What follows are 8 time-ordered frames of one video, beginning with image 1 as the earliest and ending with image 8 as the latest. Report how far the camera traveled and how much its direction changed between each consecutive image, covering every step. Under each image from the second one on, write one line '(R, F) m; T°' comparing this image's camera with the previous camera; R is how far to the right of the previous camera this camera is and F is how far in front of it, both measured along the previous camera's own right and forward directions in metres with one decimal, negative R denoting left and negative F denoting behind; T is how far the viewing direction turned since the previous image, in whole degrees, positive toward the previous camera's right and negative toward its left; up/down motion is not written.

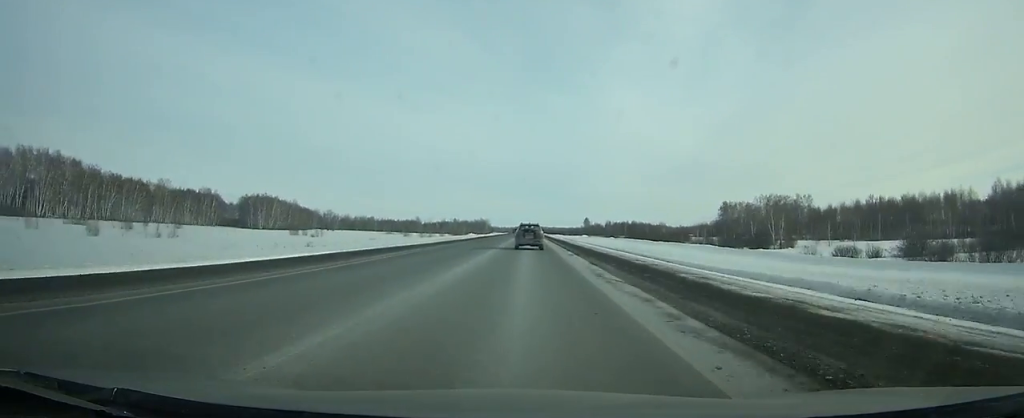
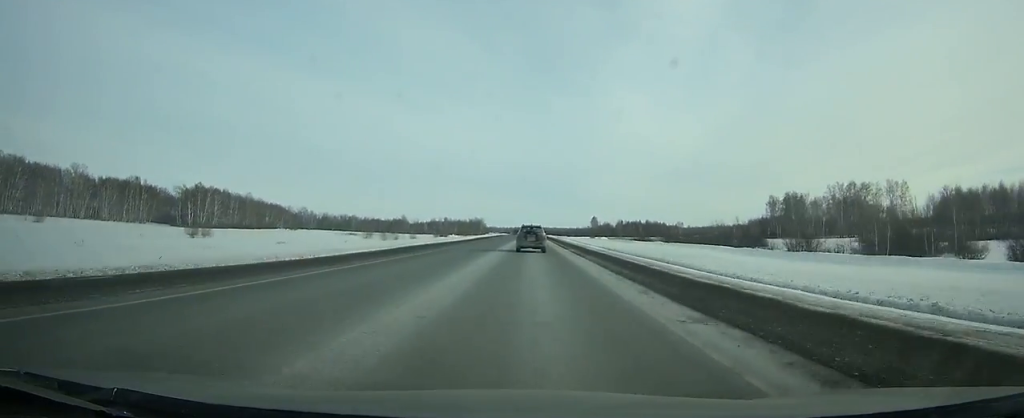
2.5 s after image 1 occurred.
(+0.2, +68.1) m; 0°
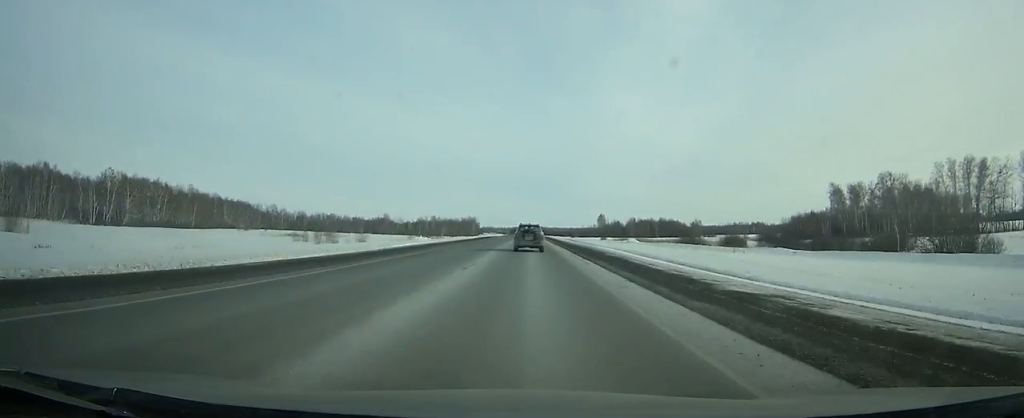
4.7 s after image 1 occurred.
(0.0, +60.0) m; 0°
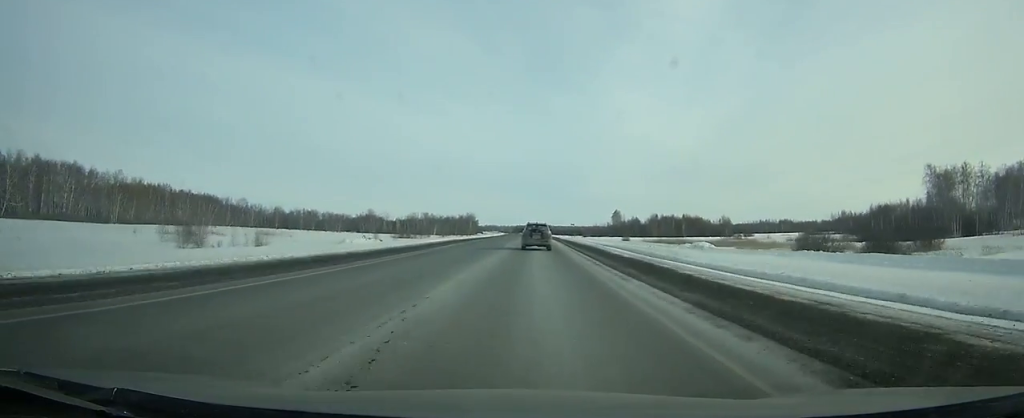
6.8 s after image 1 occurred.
(0.0, +57.3) m; 0°
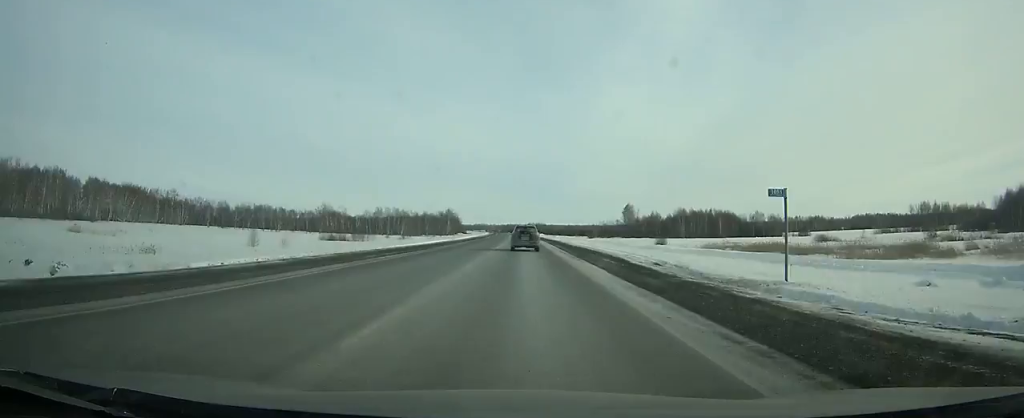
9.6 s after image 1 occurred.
(0.0, +76.4) m; 0°
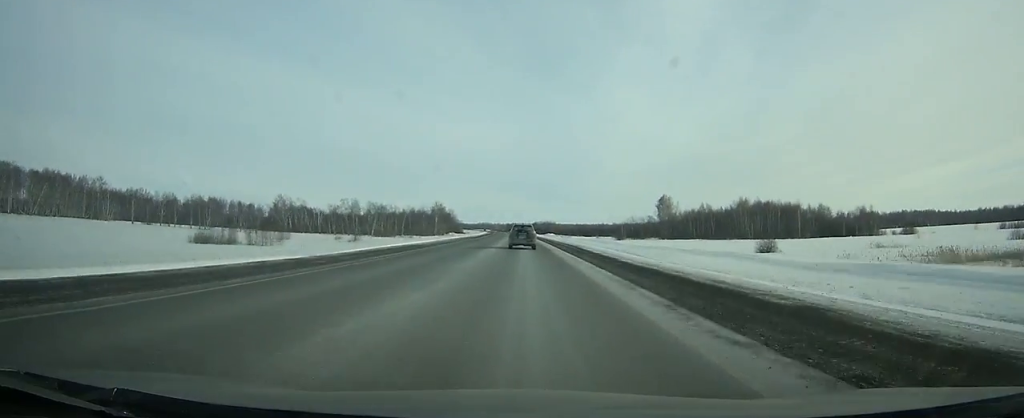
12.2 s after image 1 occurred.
(+0.2, +71.1) m; 0°
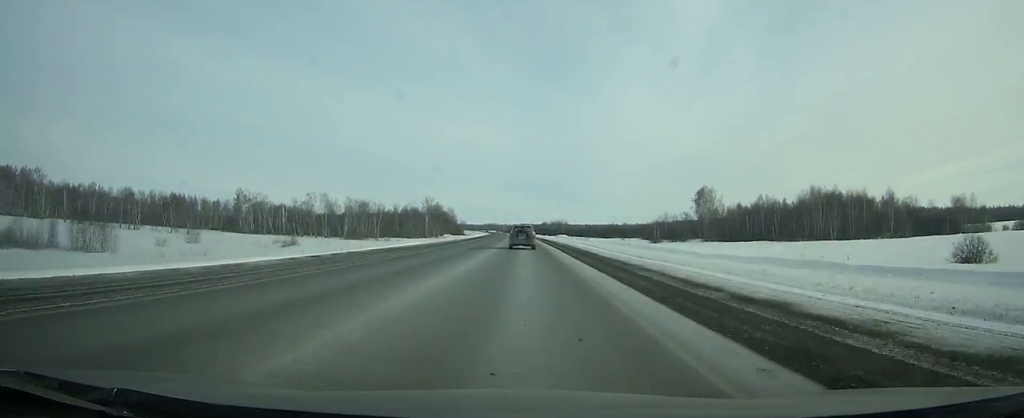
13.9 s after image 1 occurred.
(-0.5, +46.7) m; -1°
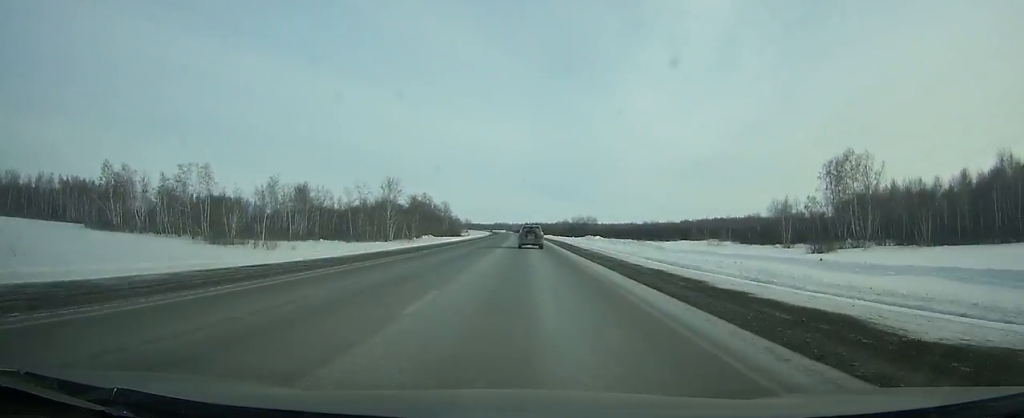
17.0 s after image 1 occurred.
(-0.9, +85.6) m; -1°
